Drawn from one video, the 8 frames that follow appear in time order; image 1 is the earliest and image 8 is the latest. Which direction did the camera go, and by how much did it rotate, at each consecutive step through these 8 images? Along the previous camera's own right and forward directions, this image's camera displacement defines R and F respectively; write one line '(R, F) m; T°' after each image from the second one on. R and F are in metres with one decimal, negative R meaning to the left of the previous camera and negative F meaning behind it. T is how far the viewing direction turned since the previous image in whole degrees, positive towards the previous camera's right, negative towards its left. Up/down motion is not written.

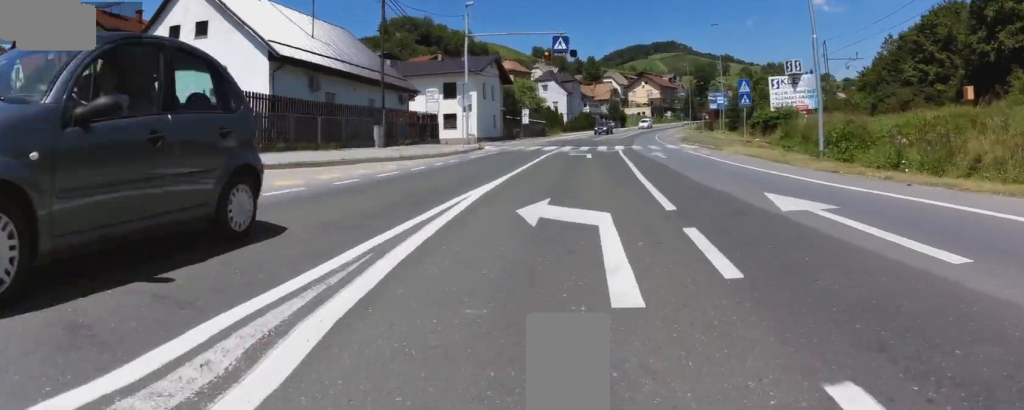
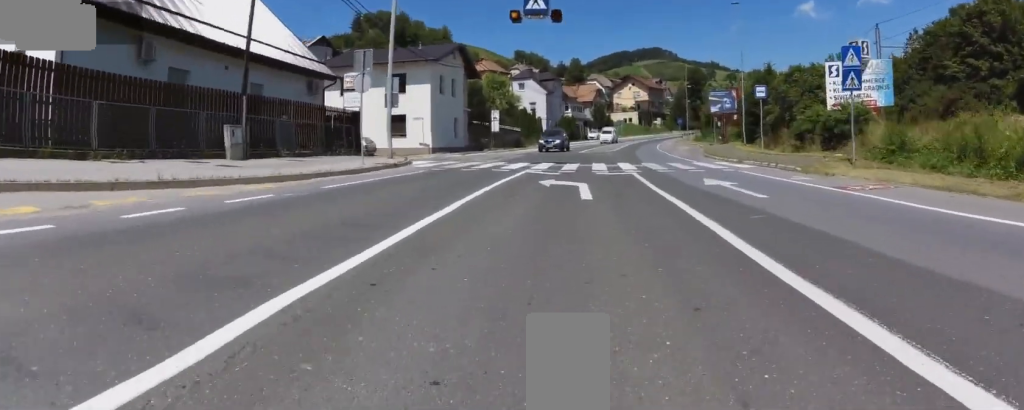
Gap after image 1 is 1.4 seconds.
(0.0, +11.5) m; 0°
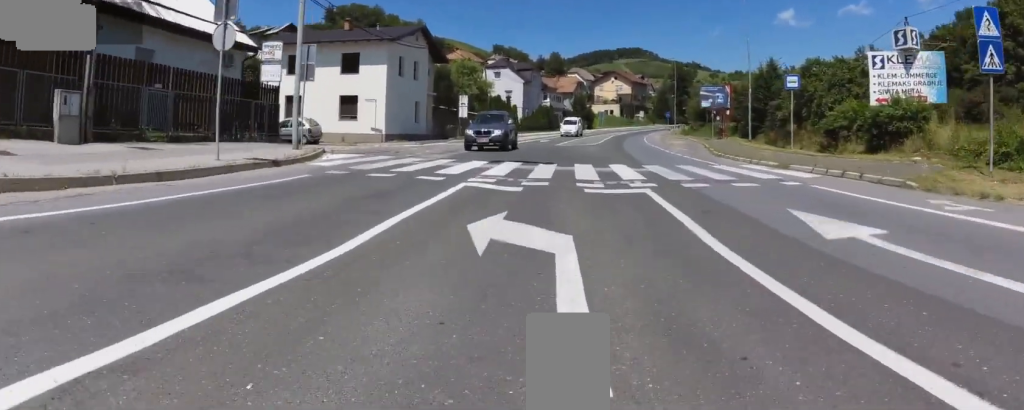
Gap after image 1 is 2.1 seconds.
(0.0, +5.7) m; 0°
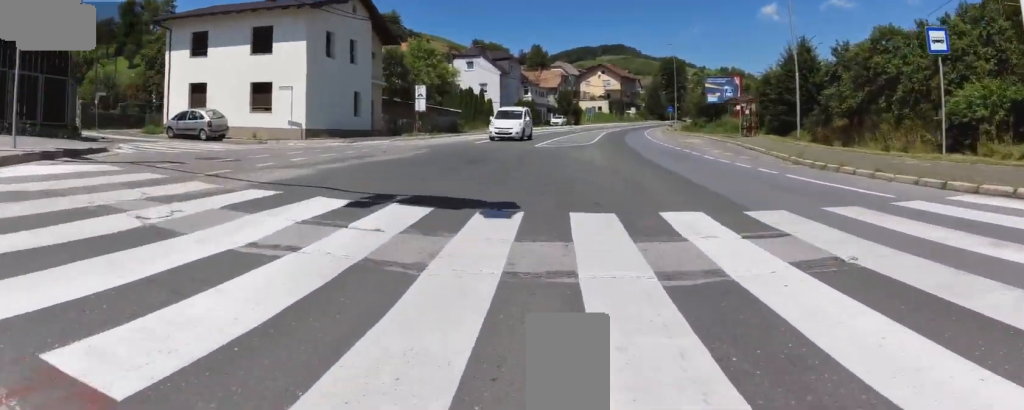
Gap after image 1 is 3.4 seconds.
(0.0, +8.8) m; -7°
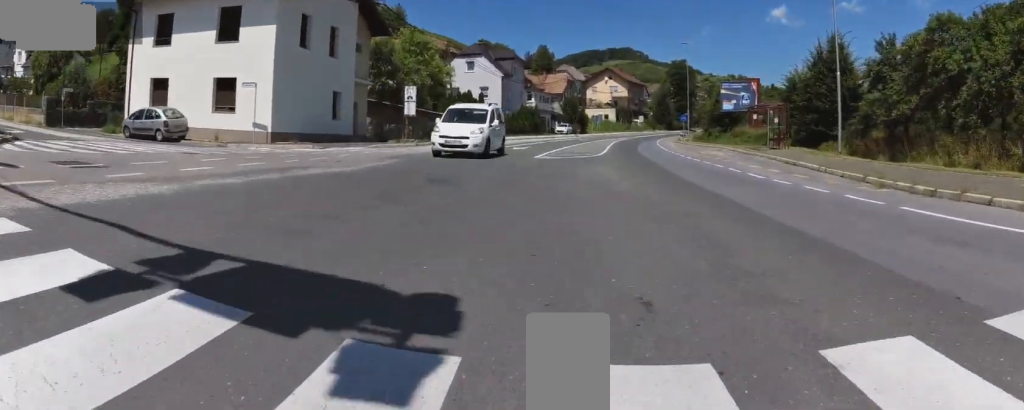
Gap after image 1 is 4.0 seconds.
(-0.2, +3.3) m; -9°
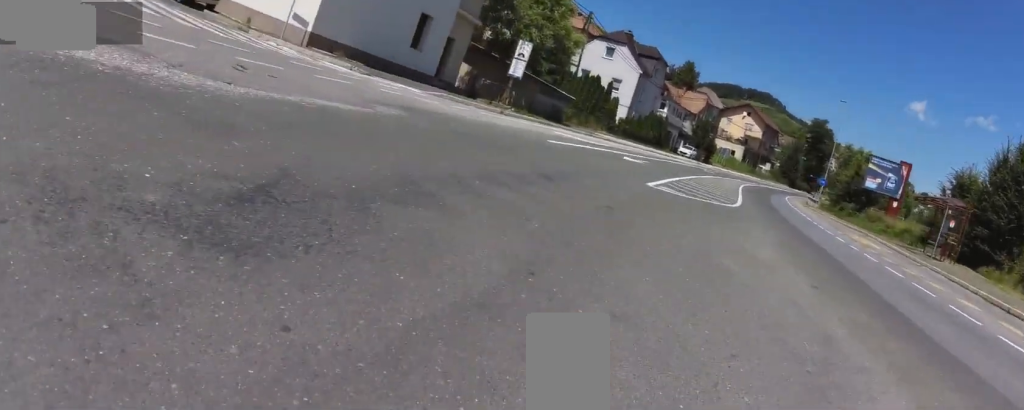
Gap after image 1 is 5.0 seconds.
(-1.2, +6.0) m; -24°
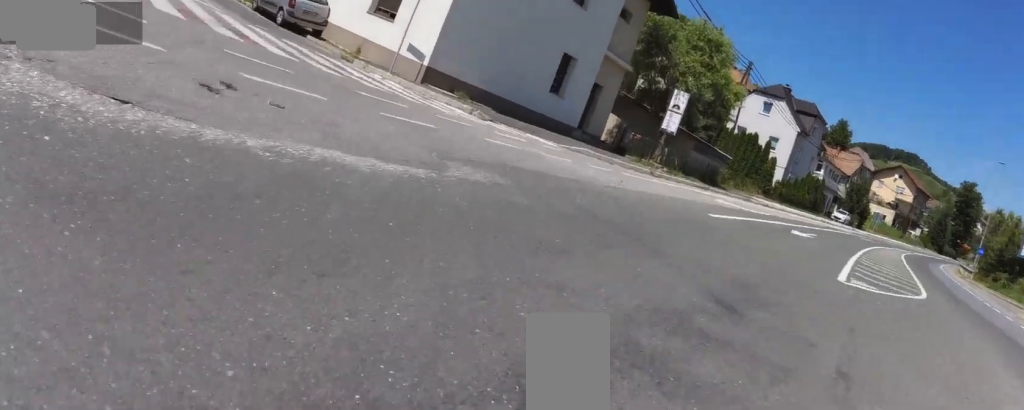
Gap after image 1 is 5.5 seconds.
(-0.5, +2.7) m; -9°
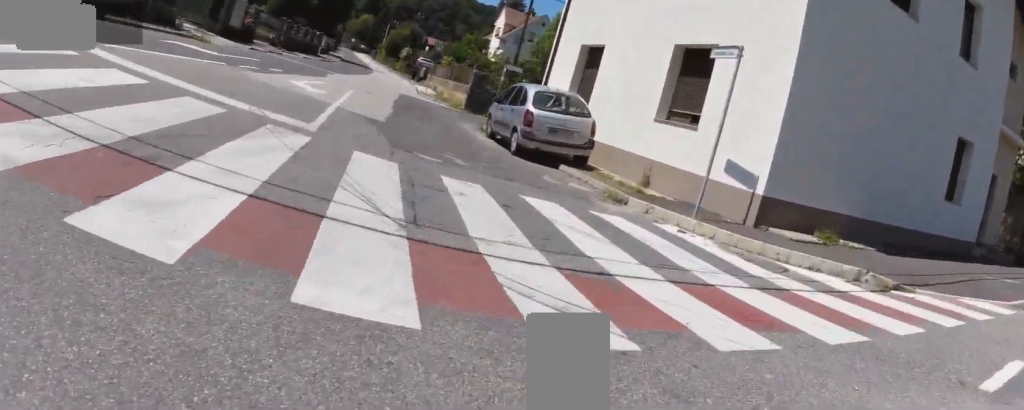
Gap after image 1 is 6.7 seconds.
(-0.7, +7.3) m; -11°
